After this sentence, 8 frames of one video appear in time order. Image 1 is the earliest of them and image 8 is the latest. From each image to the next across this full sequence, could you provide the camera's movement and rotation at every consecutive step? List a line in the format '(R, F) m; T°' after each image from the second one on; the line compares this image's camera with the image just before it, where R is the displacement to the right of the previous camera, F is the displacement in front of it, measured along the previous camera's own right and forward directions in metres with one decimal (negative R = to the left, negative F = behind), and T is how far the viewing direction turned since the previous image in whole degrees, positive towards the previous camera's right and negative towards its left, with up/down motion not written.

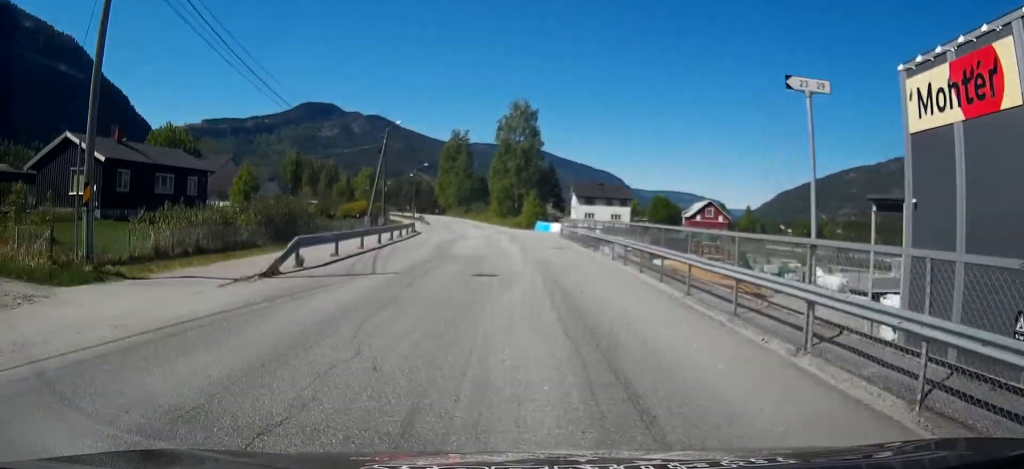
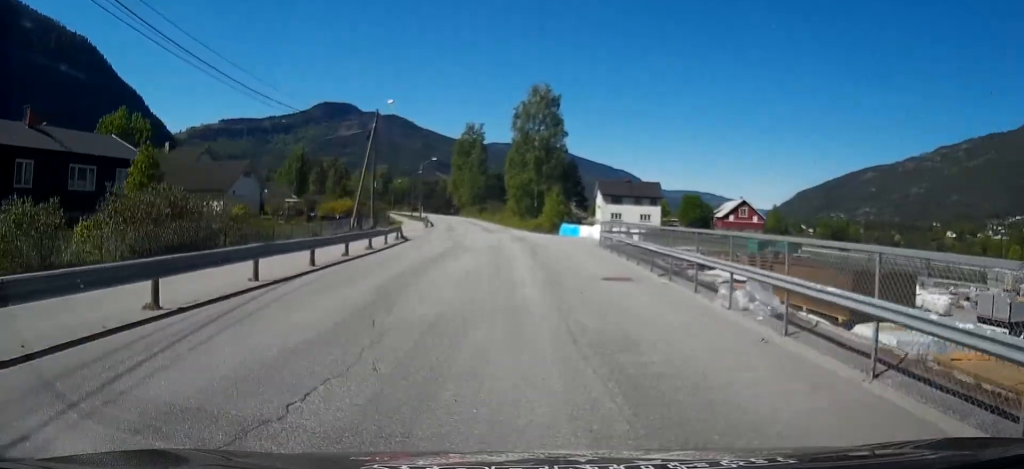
(0.0, +11.1) m; -1°
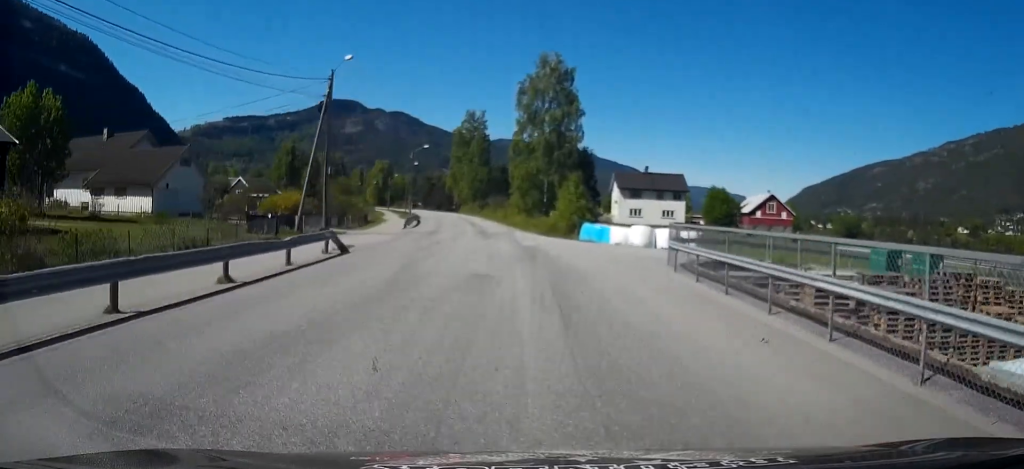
(-0.2, +12.7) m; -2°
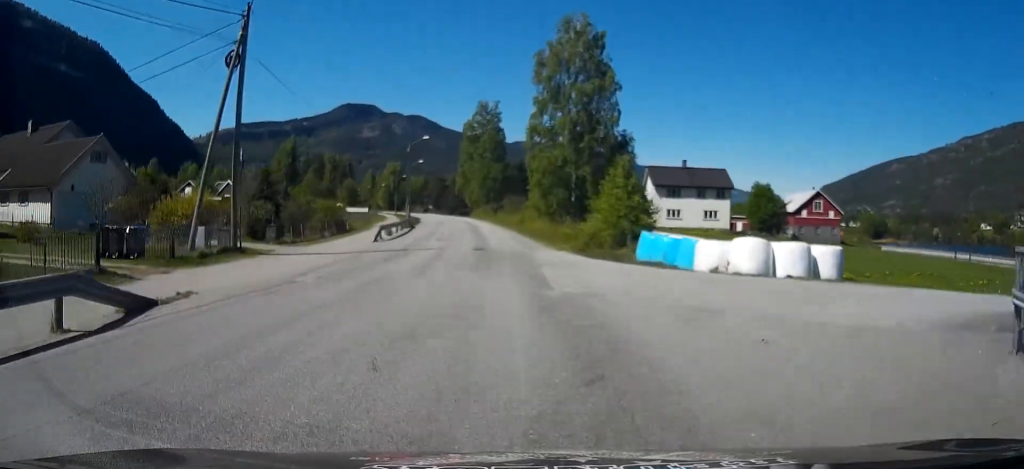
(-0.2, +13.1) m; -2°
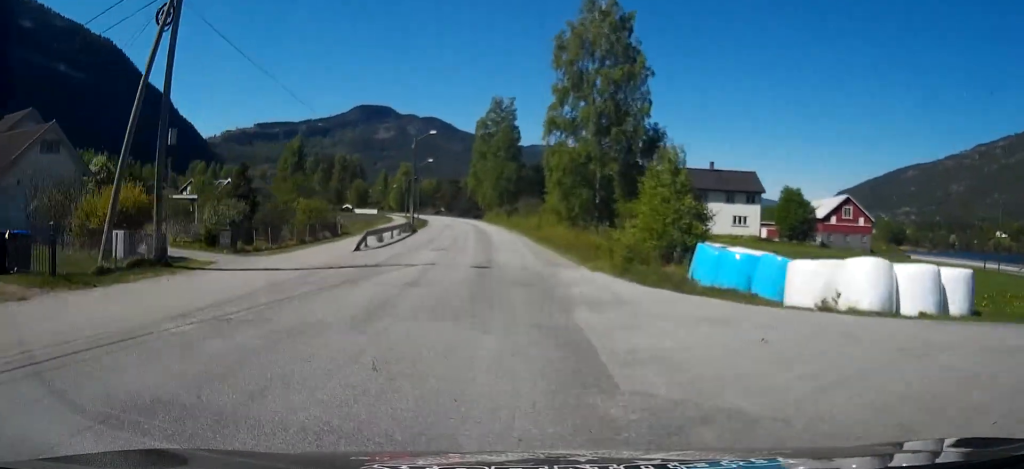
(0.0, +5.9) m; -1°
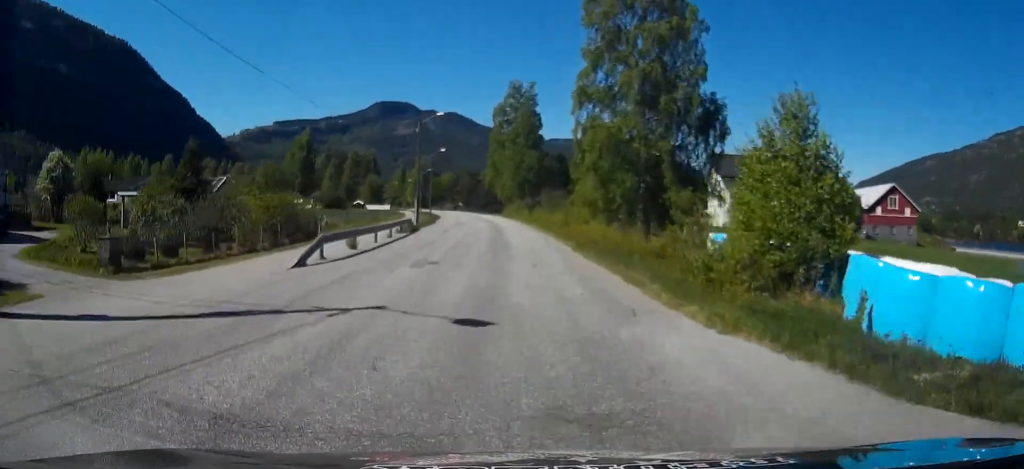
(-0.1, +8.5) m; -2°
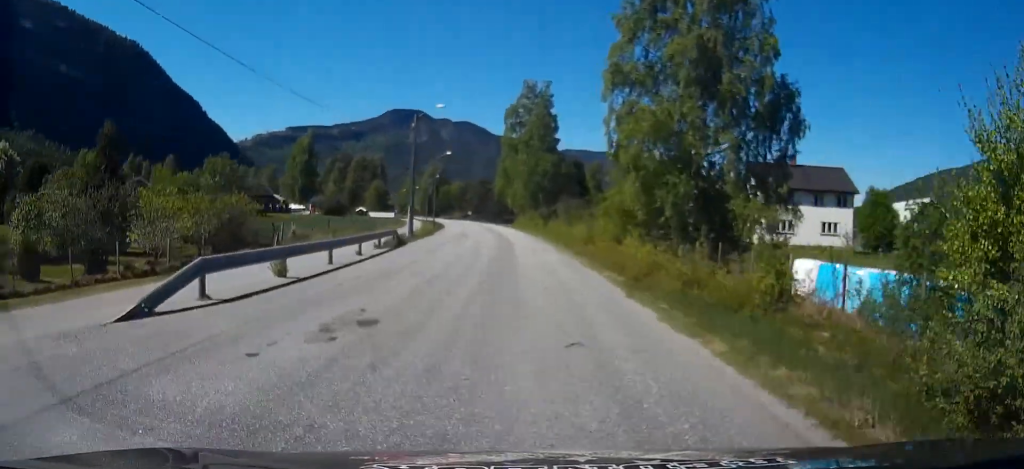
(-0.1, +7.7) m; -2°
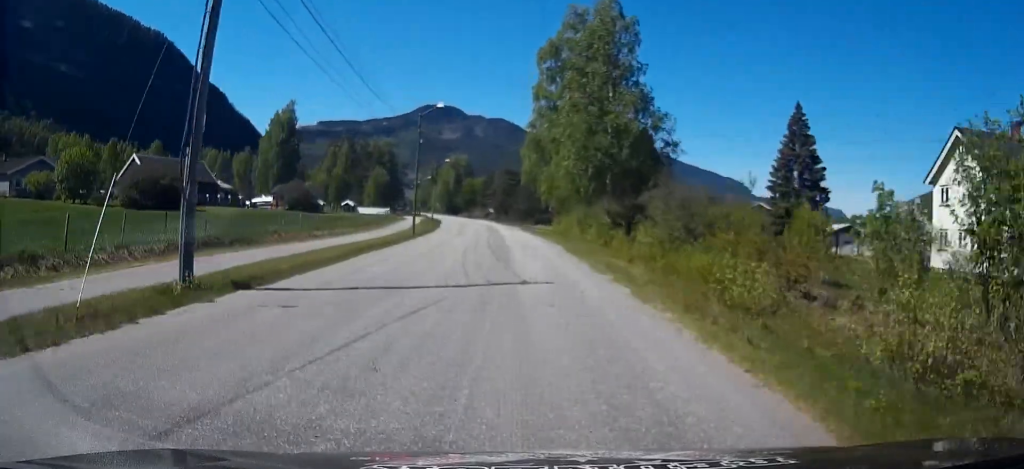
(-1.5, +30.9) m; -4°
